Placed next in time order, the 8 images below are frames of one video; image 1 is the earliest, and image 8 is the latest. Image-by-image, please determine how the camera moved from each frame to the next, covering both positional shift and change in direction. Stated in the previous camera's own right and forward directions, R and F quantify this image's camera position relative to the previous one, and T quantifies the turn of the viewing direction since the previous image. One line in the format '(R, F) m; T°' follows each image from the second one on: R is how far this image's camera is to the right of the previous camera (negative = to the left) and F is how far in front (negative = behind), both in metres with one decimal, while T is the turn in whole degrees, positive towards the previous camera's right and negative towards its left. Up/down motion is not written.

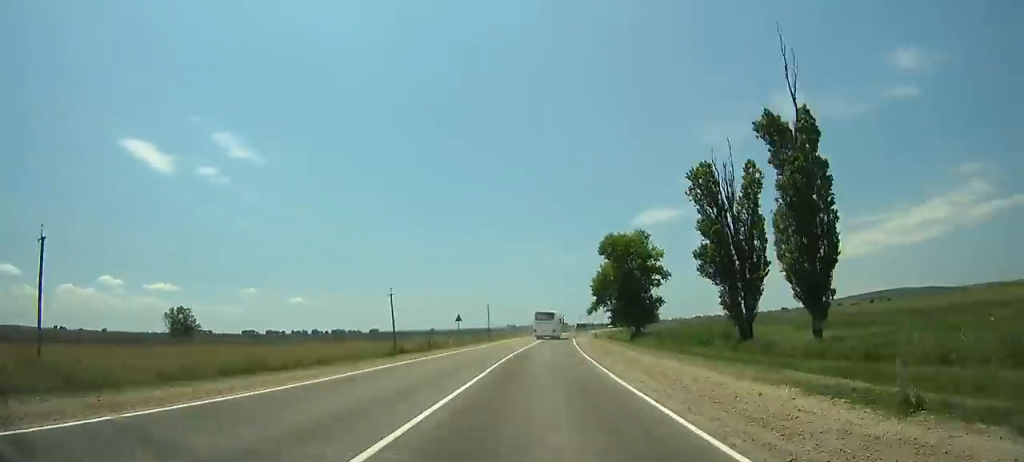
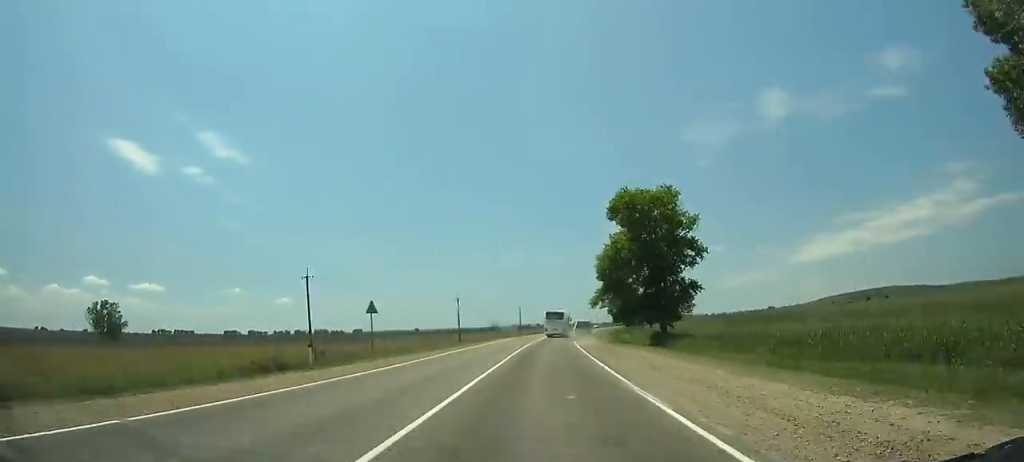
(+0.6, +26.5) m; +2°
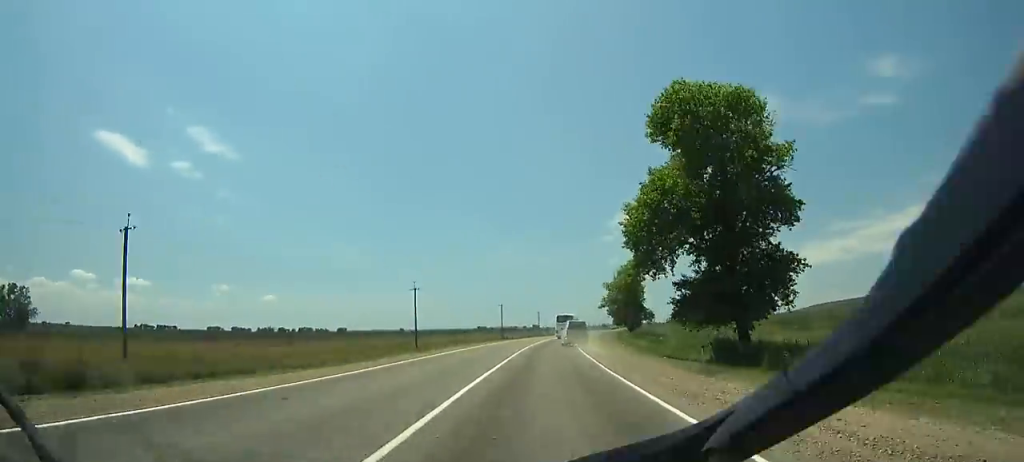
(-0.3, +26.4) m; +2°
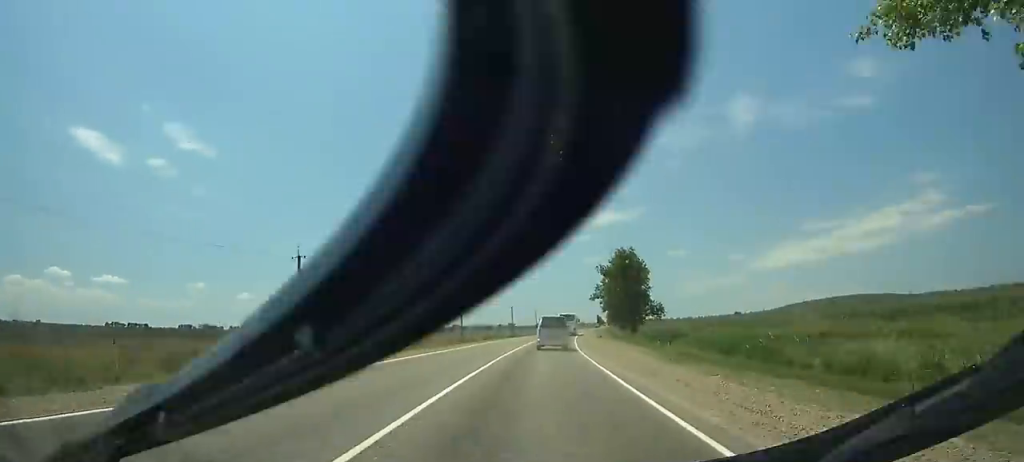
(+1.2, +31.6) m; +2°
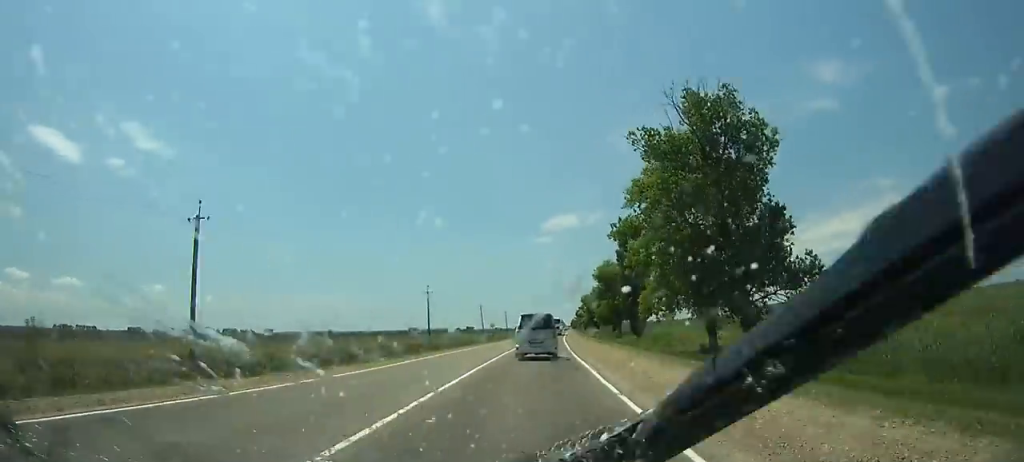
(+2.8, +69.8) m; +2°
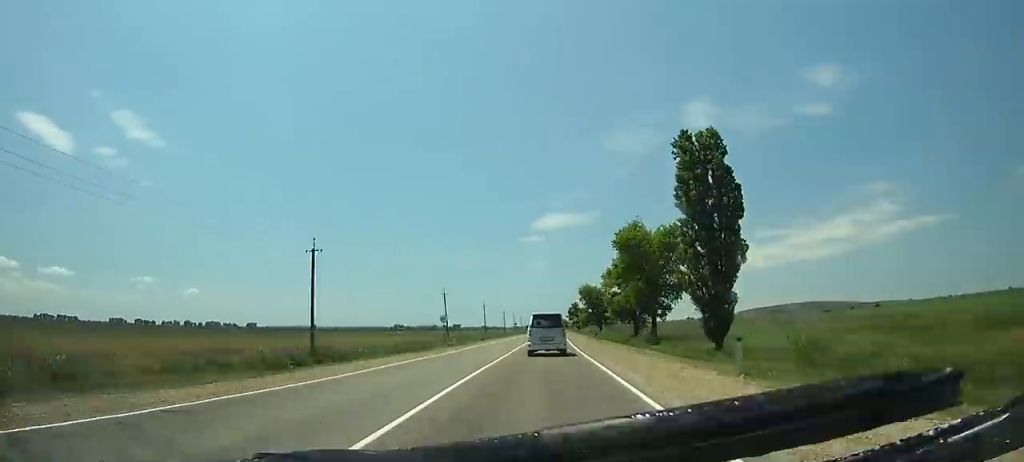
(+0.1, +40.6) m; +1°
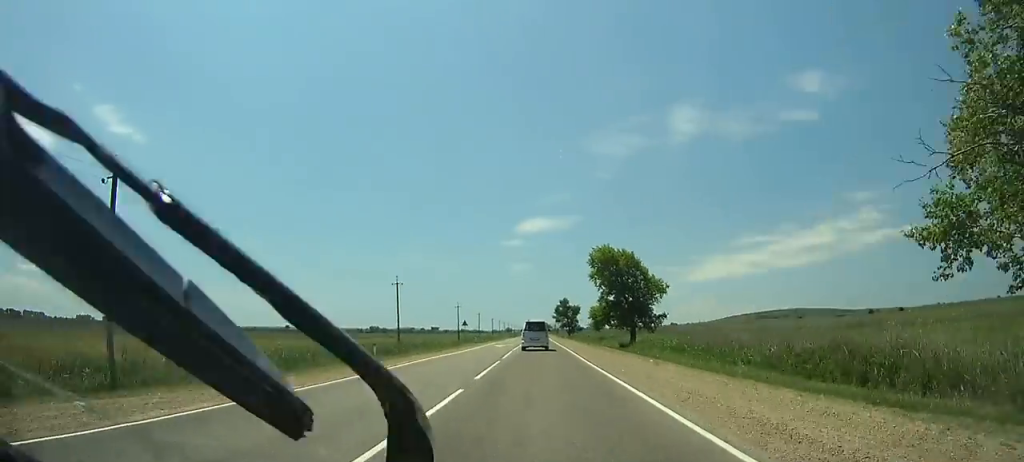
(+1.5, +77.0) m; +2°
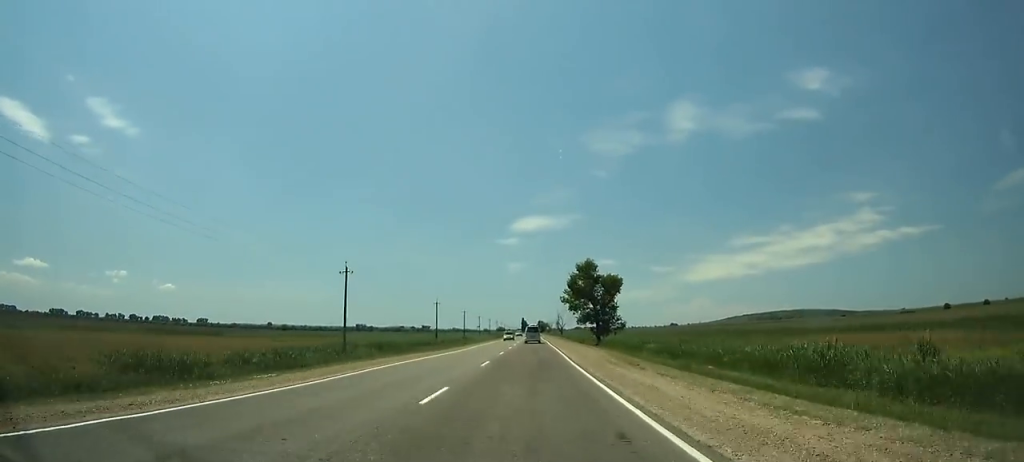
(+1.7, +119.6) m; +1°
